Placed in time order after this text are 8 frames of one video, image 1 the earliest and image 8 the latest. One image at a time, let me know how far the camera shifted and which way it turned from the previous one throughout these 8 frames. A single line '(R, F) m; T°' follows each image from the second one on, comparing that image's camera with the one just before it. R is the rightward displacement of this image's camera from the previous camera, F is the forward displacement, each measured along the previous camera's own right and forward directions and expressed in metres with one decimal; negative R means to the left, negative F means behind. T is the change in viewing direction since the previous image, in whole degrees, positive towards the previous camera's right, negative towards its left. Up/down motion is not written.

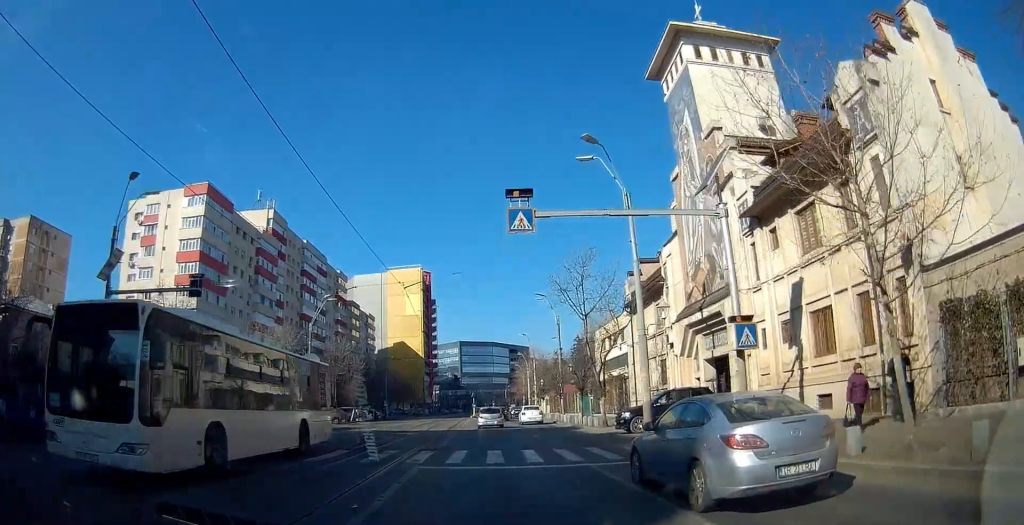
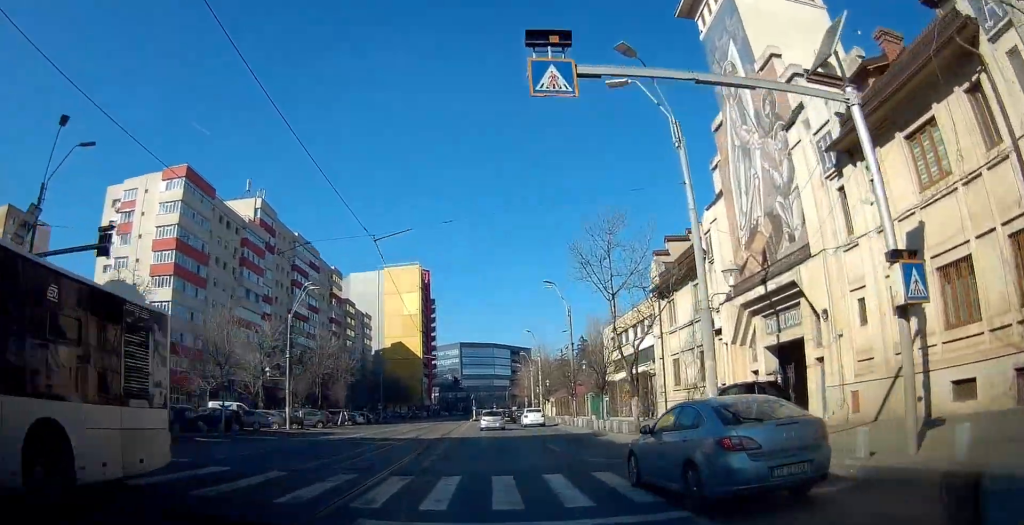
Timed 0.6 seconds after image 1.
(+0.1, +6.3) m; -1°
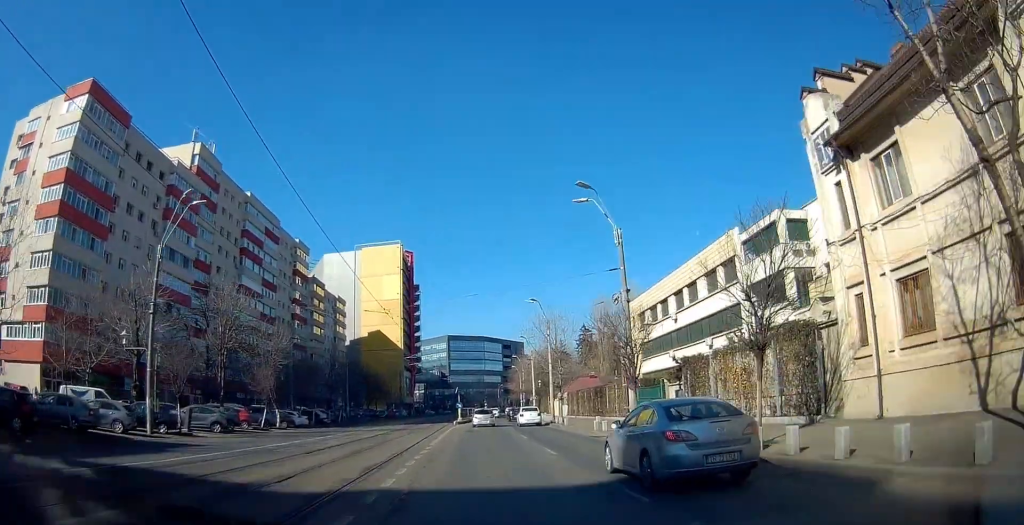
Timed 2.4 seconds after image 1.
(-0.2, +20.6) m; +1°
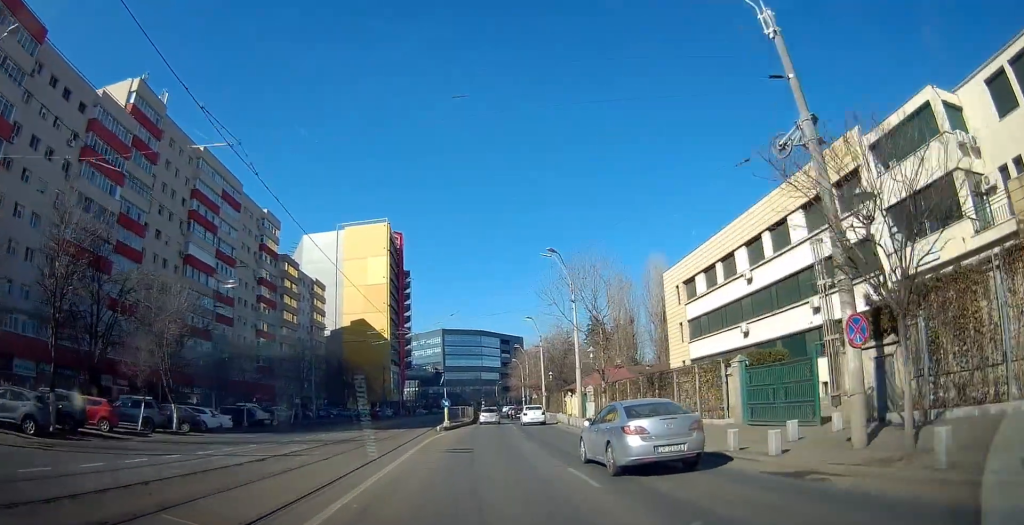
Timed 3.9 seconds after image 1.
(+0.3, +17.0) m; +2°
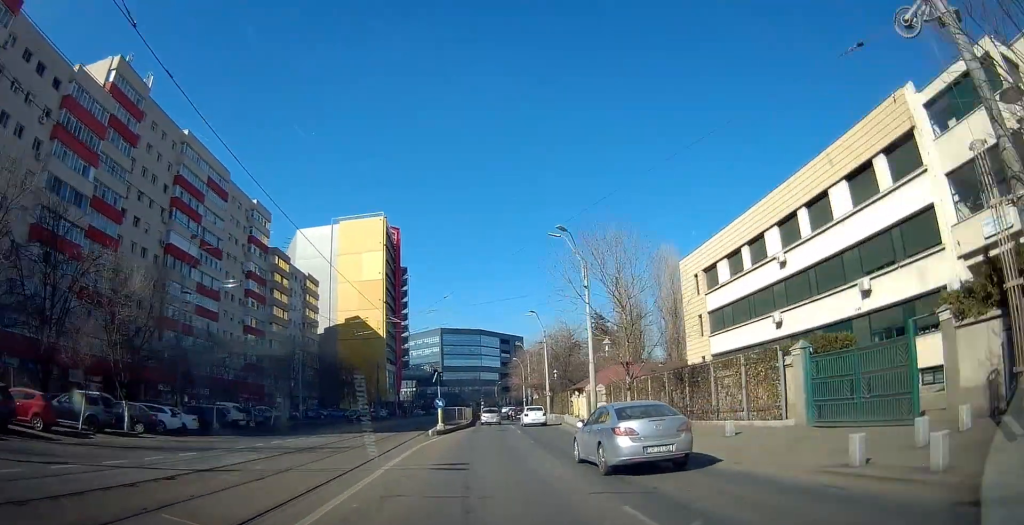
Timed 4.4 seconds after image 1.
(+0.1, +5.0) m; 0°
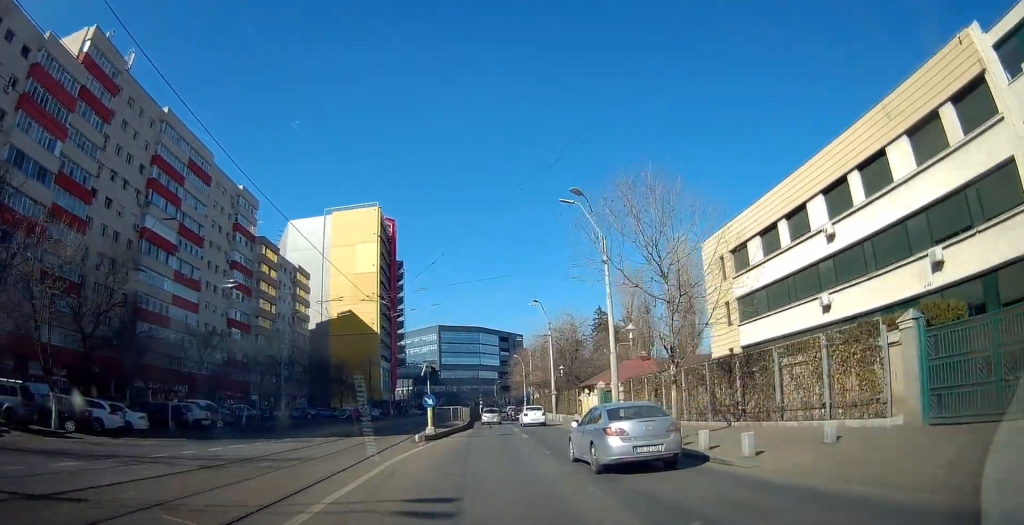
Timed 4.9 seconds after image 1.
(+0.1, +5.8) m; 0°
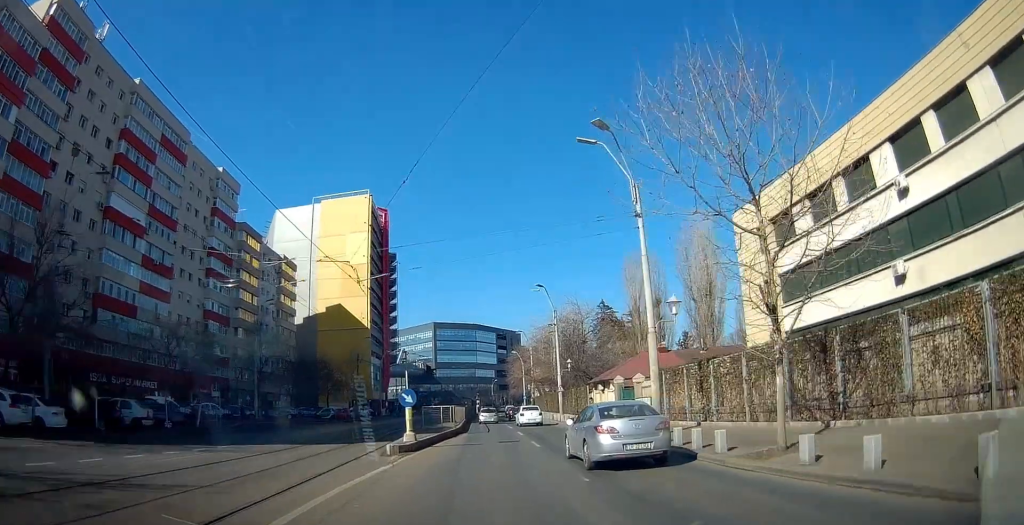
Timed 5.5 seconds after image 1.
(-0.1, +6.9) m; -1°
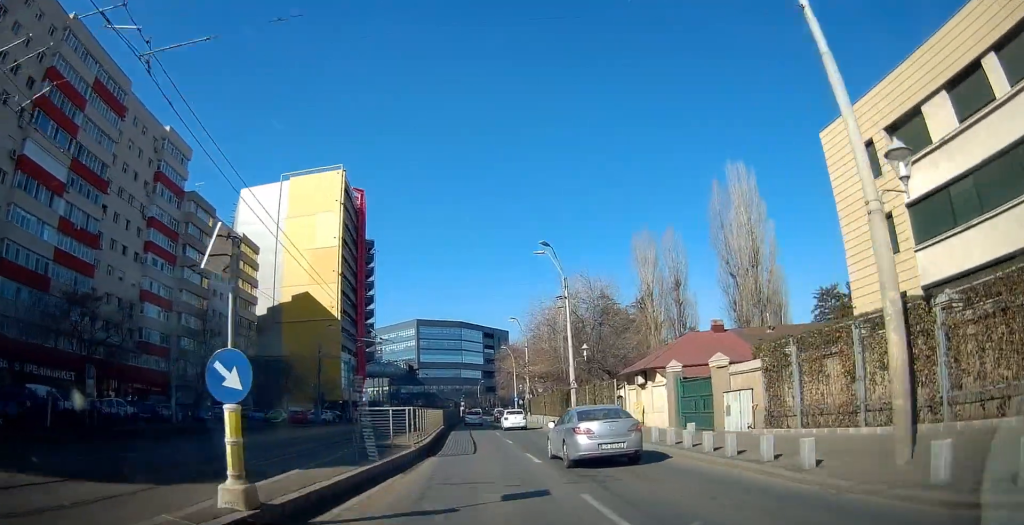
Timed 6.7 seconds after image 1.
(-0.2, +13.6) m; -1°
